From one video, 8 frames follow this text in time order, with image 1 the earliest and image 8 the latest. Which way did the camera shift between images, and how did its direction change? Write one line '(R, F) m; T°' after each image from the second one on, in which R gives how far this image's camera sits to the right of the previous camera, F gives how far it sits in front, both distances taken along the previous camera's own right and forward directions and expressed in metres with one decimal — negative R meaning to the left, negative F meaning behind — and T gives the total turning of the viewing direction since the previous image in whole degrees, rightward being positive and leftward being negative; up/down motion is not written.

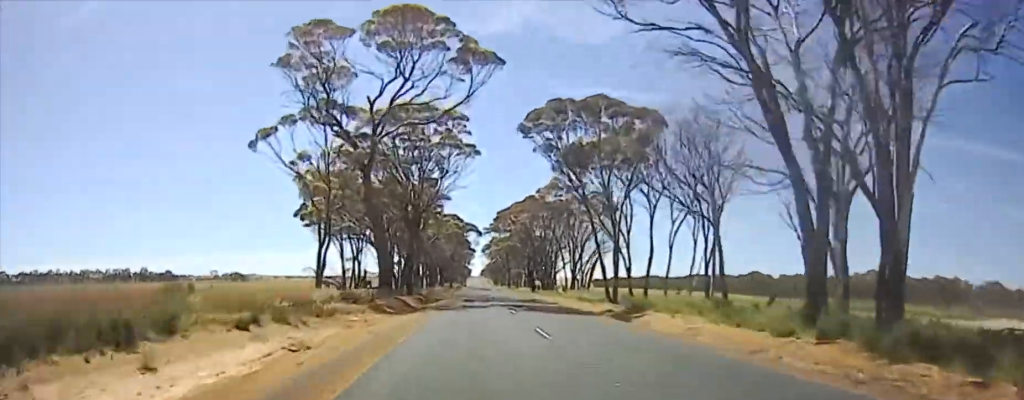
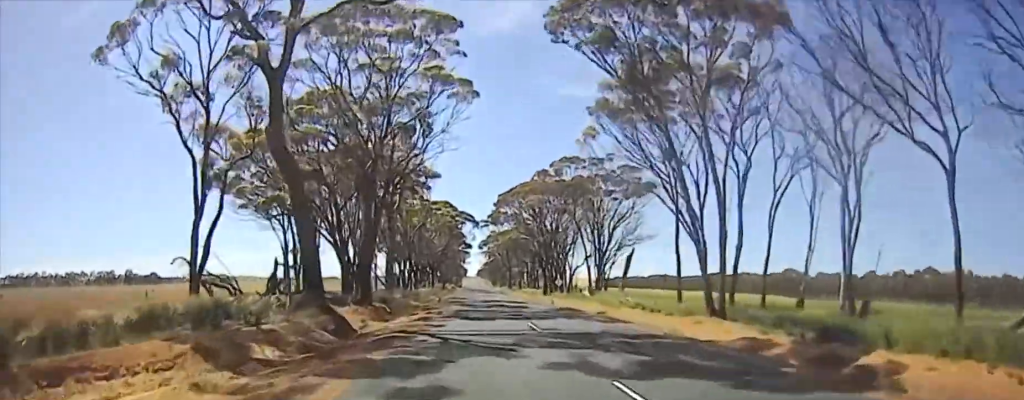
(0.0, +10.1) m; 0°
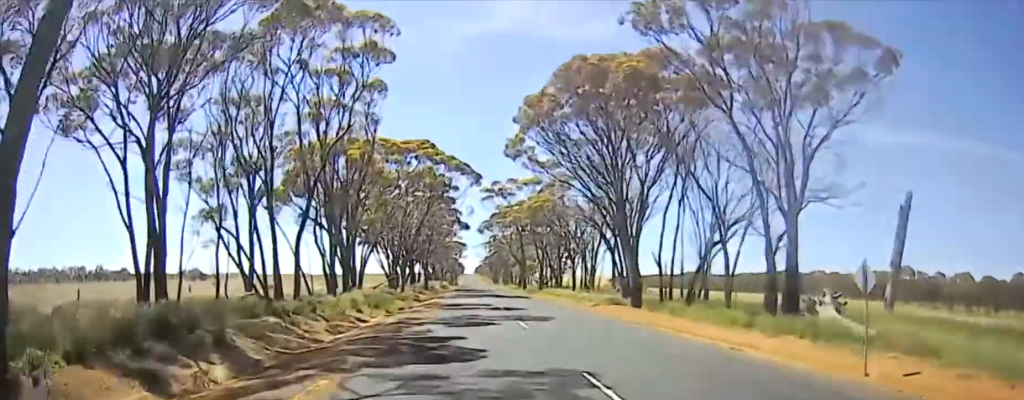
(0.0, +44.7) m; 0°
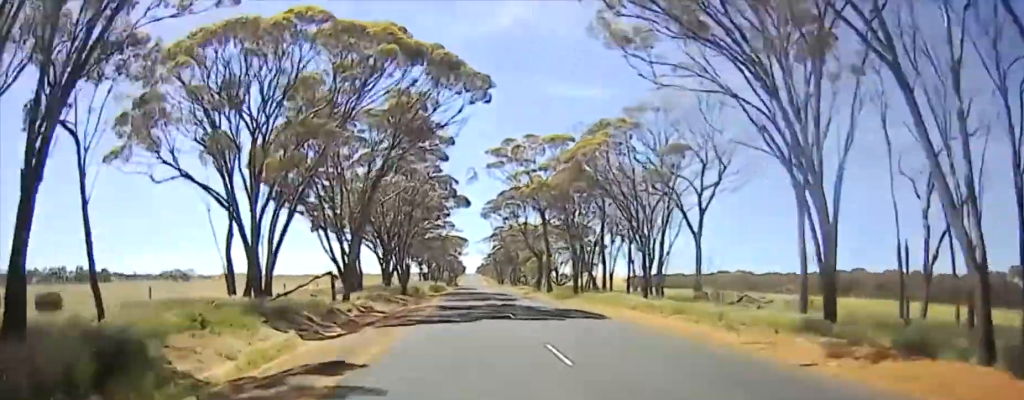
(0.0, +36.8) m; -1°
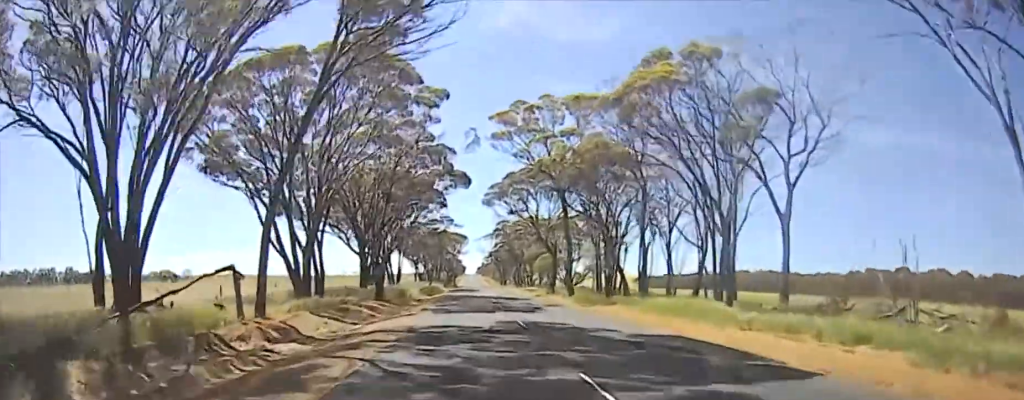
(+0.1, +18.7) m; -1°
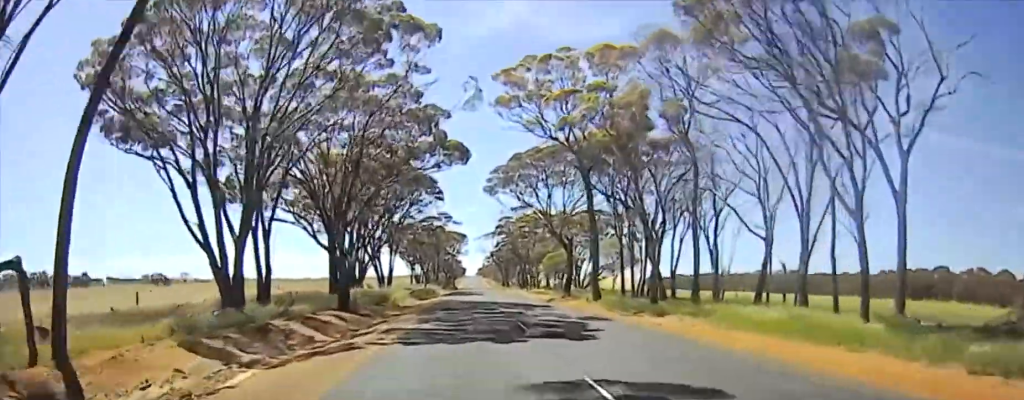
(-0.6, +14.7) m; 0°
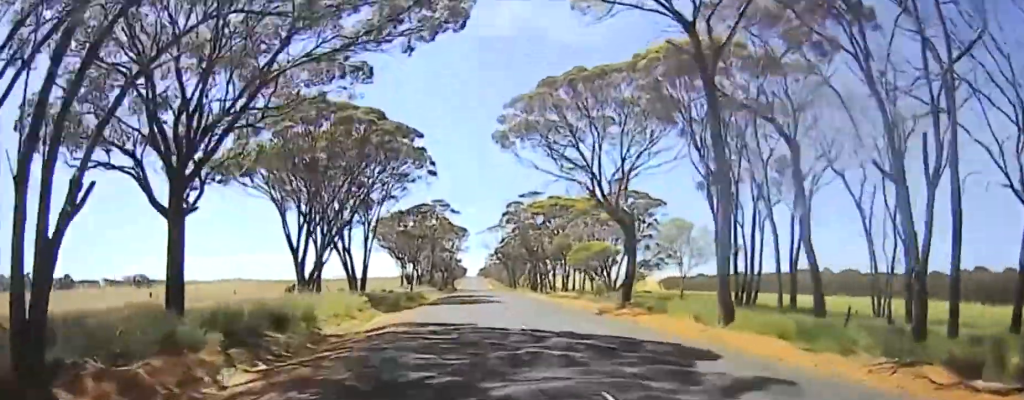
(+0.1, +27.0) m; +1°
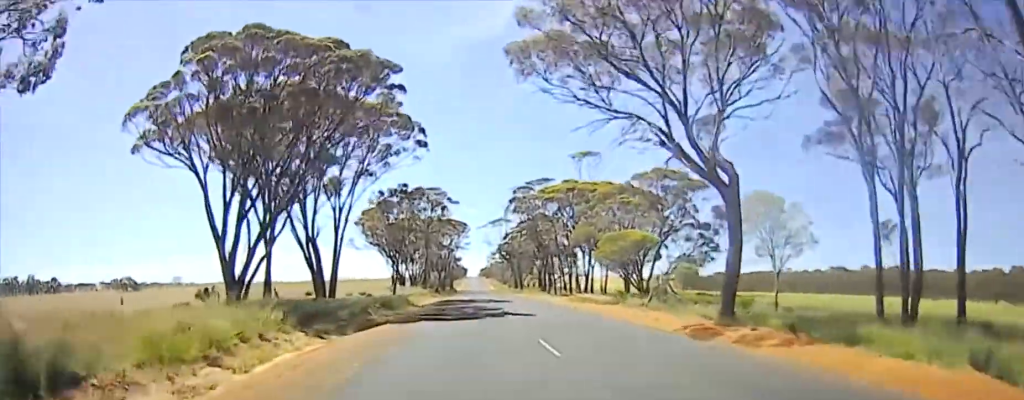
(+0.3, +18.0) m; +1°
